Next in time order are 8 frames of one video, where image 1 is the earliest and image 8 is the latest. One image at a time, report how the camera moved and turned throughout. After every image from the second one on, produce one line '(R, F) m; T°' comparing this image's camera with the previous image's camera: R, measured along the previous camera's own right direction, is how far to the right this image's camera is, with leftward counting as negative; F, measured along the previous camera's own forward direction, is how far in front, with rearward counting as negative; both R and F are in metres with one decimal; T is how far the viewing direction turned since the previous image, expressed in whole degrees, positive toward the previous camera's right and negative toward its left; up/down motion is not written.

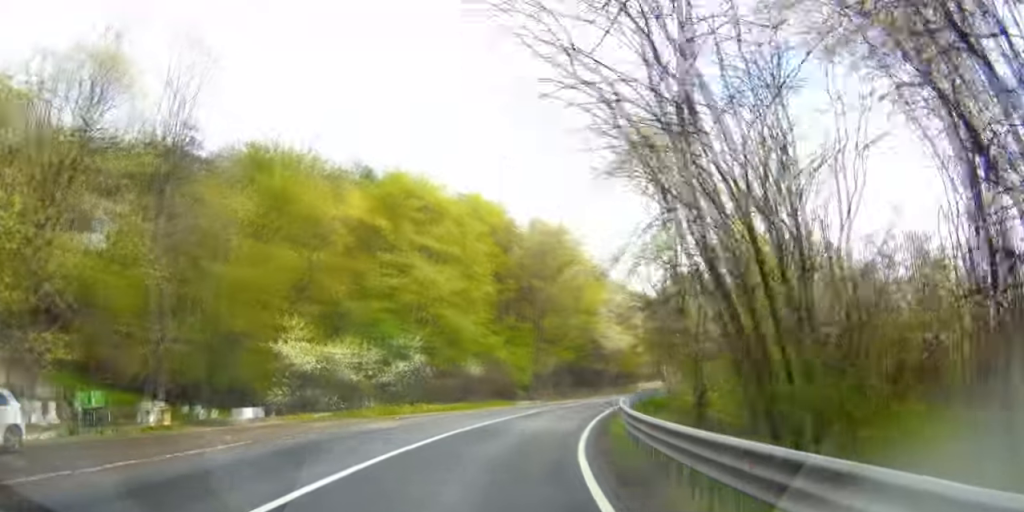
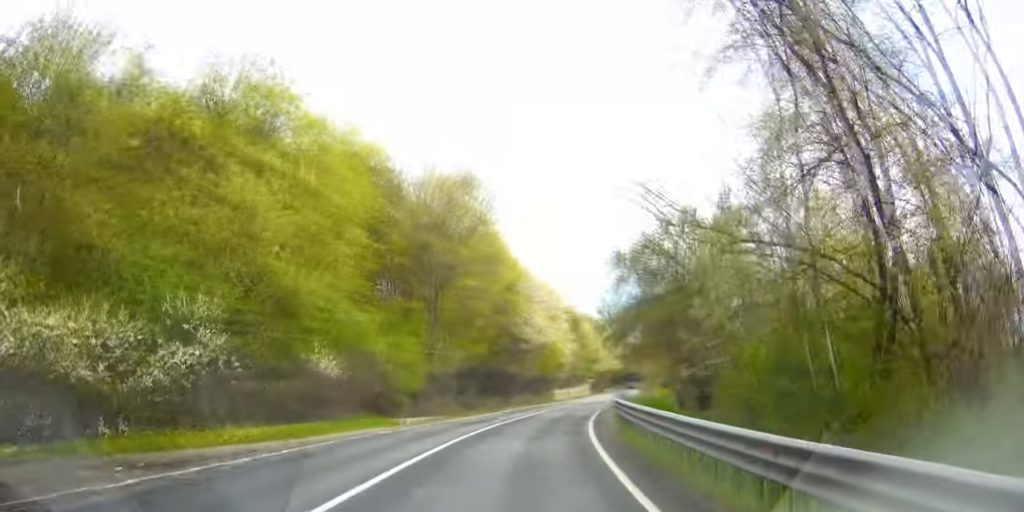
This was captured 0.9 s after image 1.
(+1.3, +20.6) m; +8°
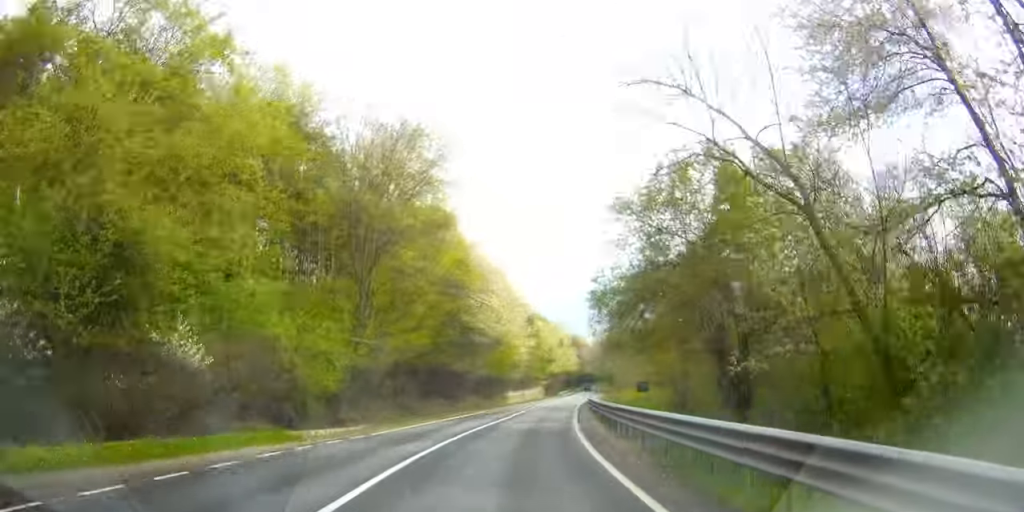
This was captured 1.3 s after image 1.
(+0.4, +10.1) m; +4°
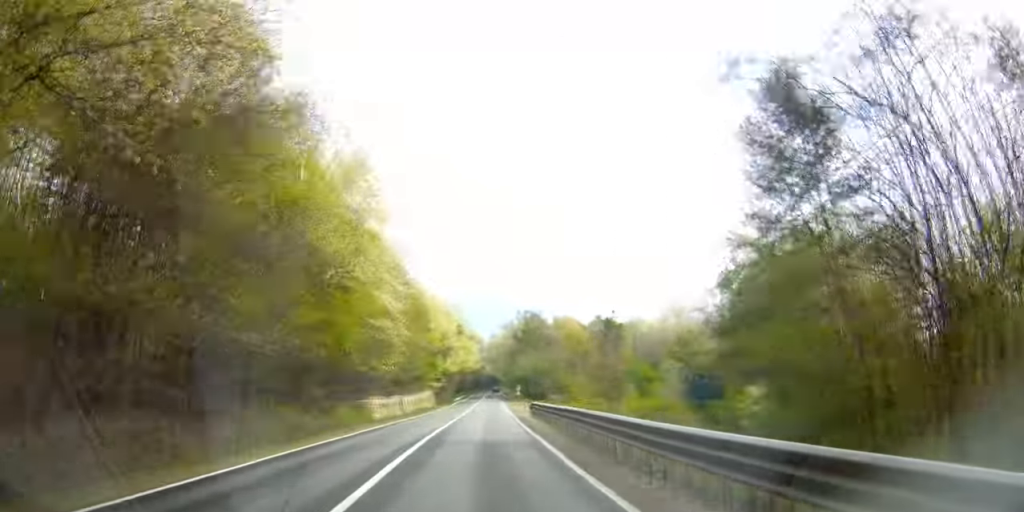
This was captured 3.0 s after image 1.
(+3.6, +37.0) m; +13°
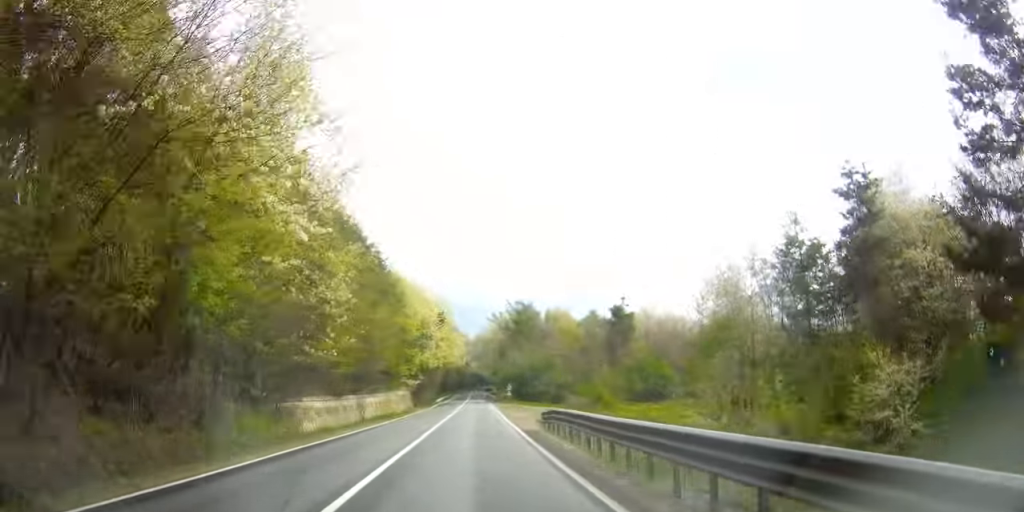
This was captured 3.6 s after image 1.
(+1.2, +14.6) m; +4°
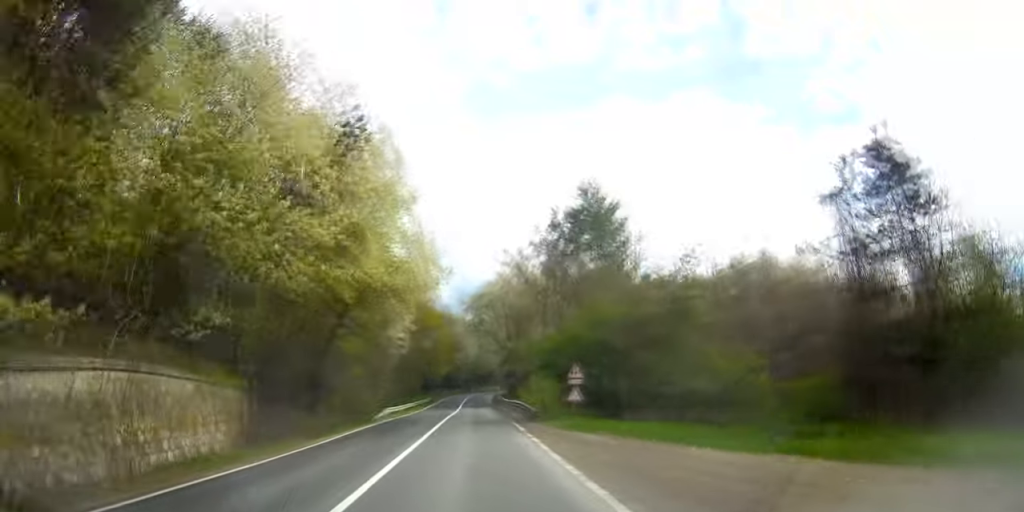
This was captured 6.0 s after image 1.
(+4.7, +57.1) m; +9°
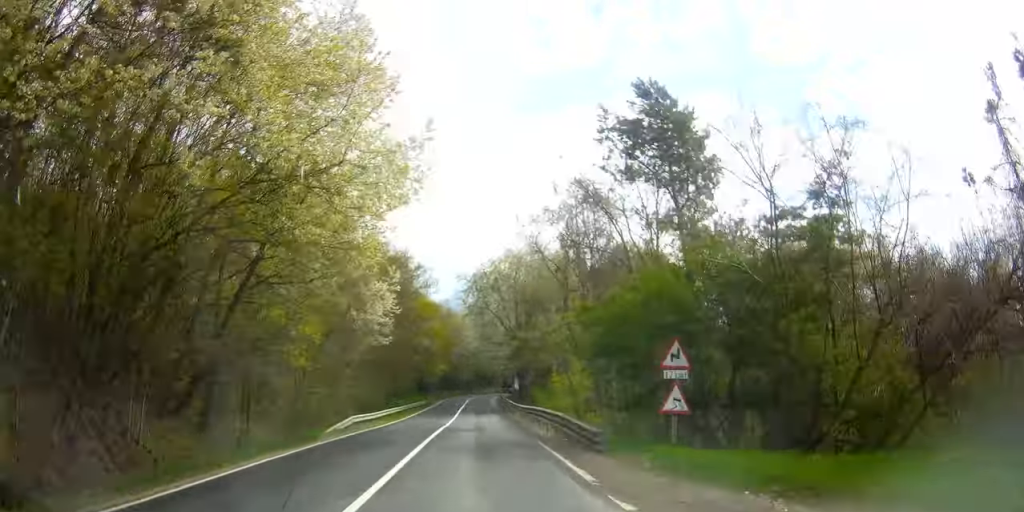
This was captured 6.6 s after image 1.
(+0.3, +14.0) m; +1°
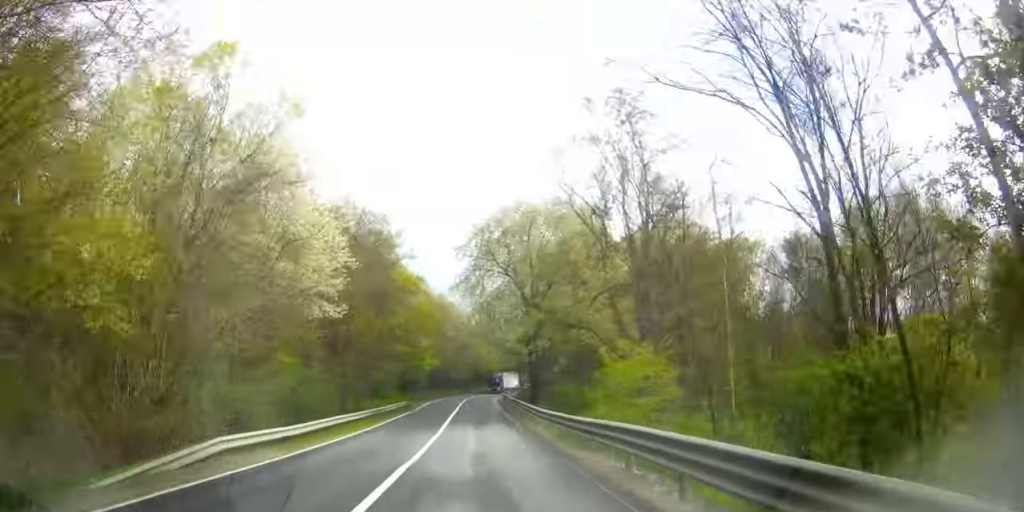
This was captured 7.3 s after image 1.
(+0.1, +16.7) m; +1°
